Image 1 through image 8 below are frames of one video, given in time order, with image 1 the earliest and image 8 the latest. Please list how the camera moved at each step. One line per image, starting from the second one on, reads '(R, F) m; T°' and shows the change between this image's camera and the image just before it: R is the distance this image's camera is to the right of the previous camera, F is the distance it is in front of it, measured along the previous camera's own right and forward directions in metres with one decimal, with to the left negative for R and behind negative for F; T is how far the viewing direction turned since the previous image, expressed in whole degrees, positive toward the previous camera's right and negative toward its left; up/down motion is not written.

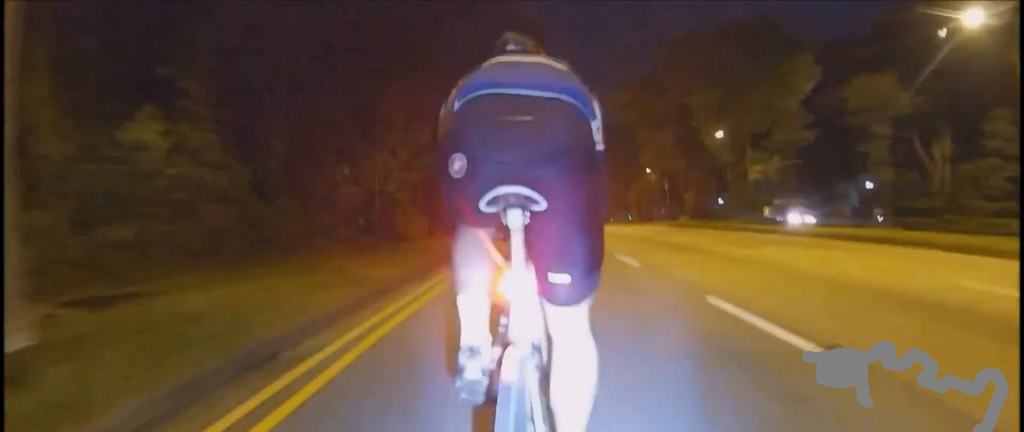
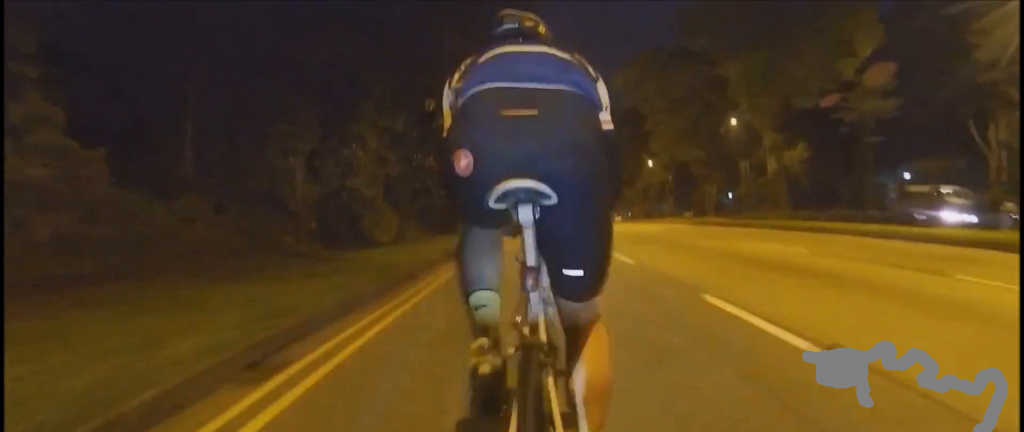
(-0.1, +6.1) m; -1°
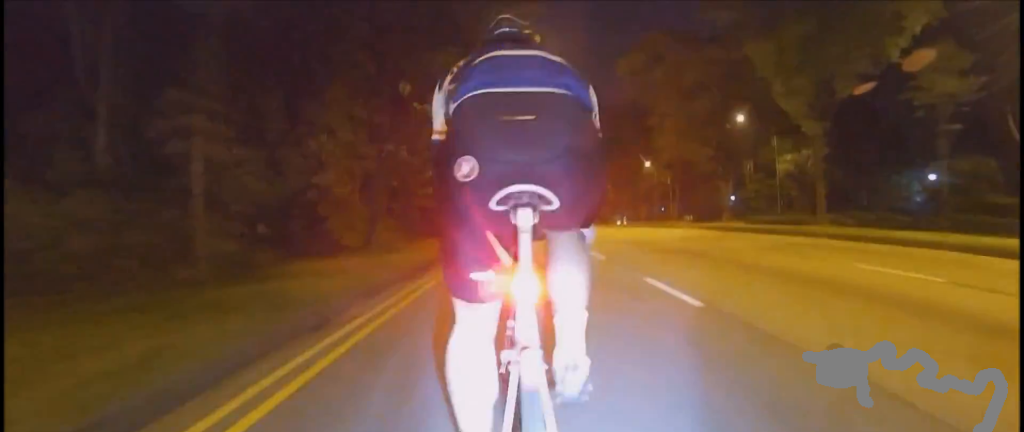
(0.0, +4.1) m; 0°
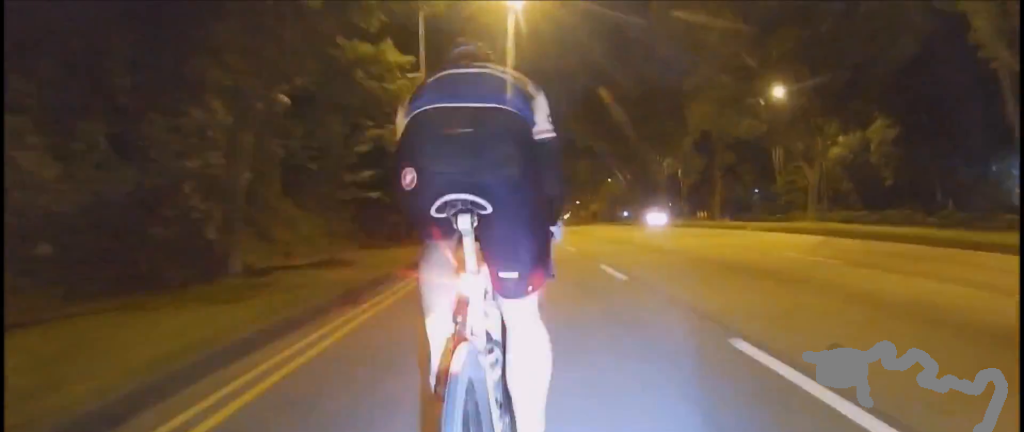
(0.0, +10.1) m; 0°
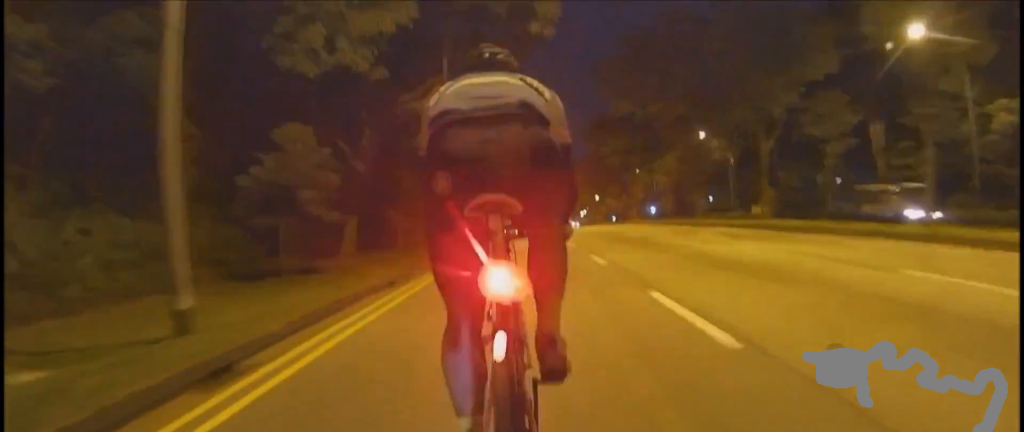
(0.0, +15.4) m; 0°
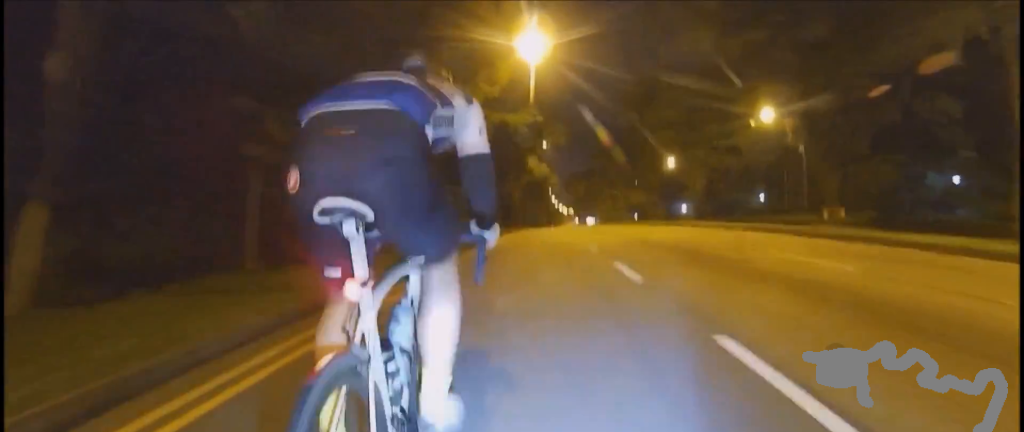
(0.0, +14.3) m; +2°
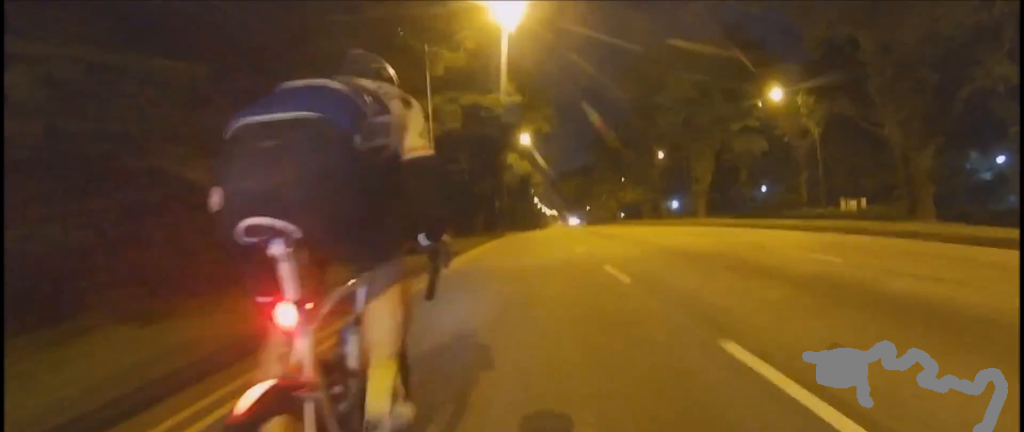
(+0.1, +6.3) m; +1°
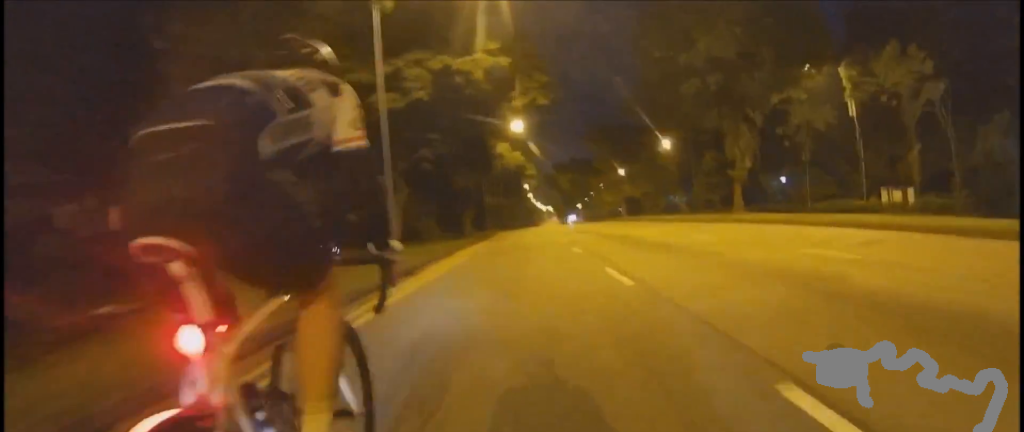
(+0.2, +7.1) m; 0°
